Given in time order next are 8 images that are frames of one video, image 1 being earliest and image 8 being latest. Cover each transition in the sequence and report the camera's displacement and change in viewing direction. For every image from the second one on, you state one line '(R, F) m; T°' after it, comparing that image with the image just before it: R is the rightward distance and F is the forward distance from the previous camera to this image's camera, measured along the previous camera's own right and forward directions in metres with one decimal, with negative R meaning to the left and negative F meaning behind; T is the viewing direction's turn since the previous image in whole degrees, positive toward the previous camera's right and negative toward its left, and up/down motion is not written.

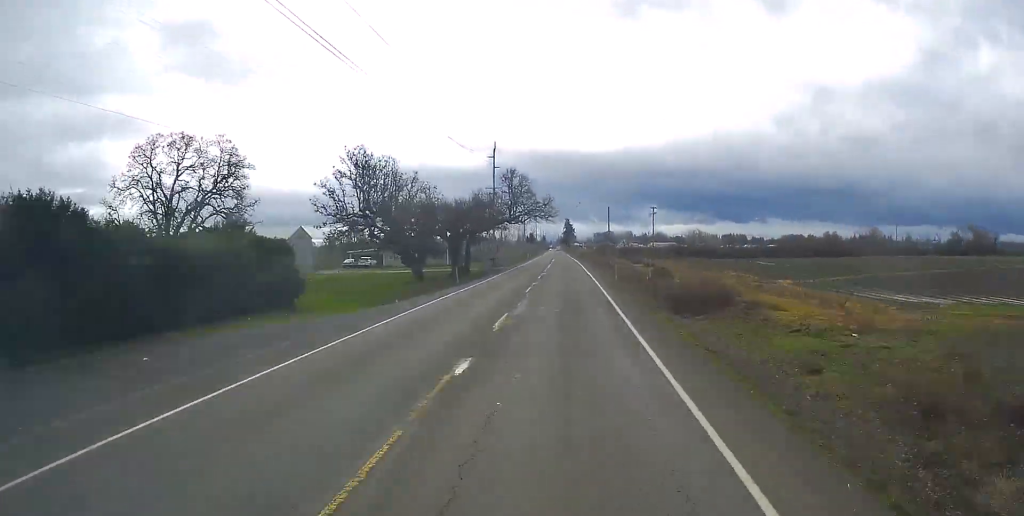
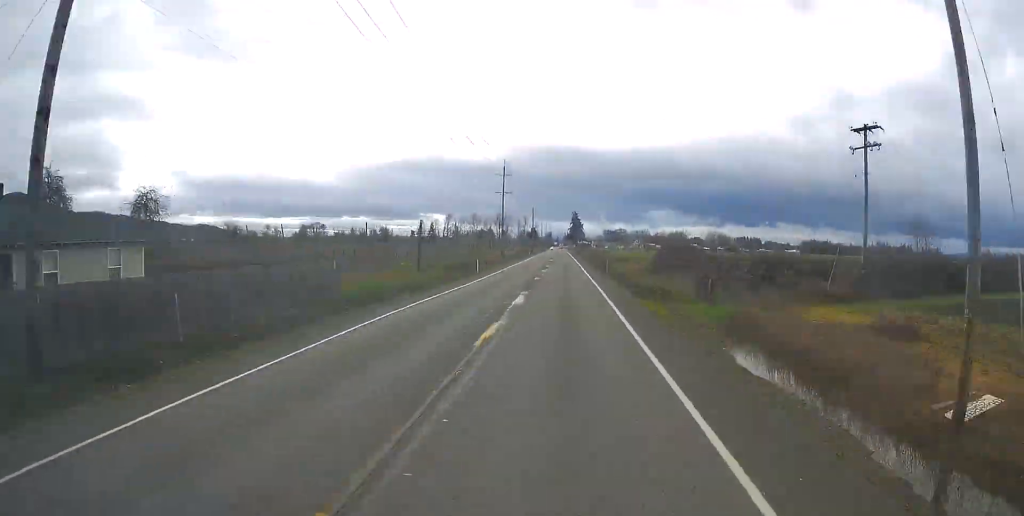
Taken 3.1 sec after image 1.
(-0.4, +79.4) m; -1°
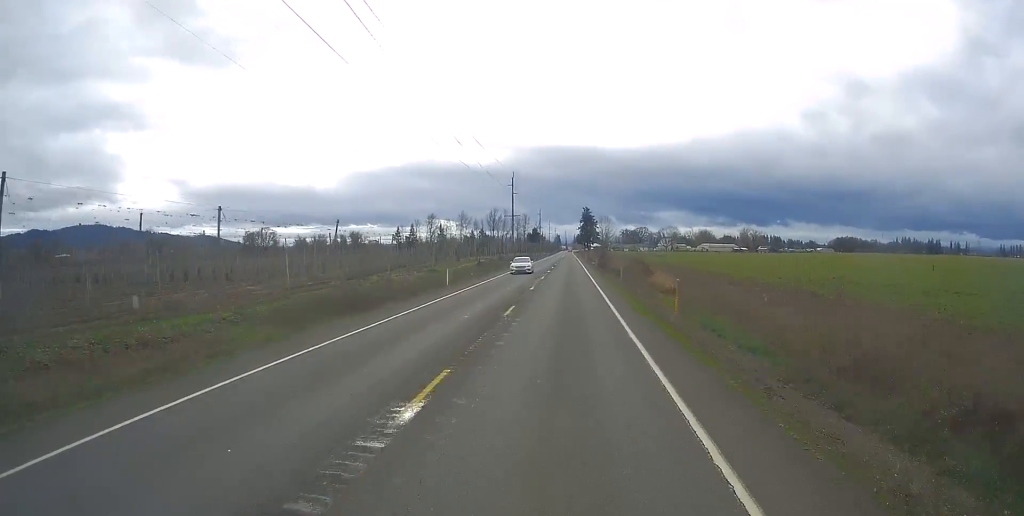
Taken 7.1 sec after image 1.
(-0.6, +104.6) m; 0°
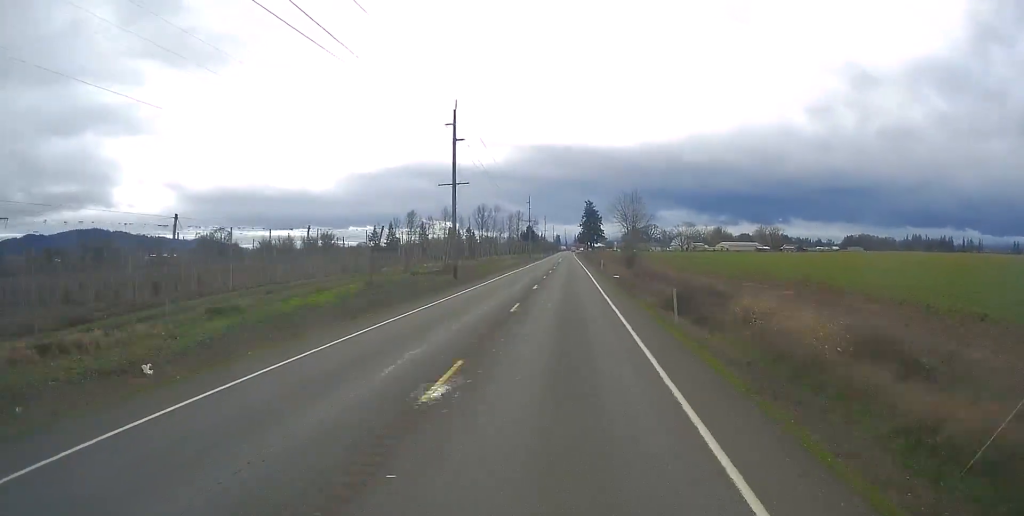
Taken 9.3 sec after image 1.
(-0.2, +60.0) m; 0°
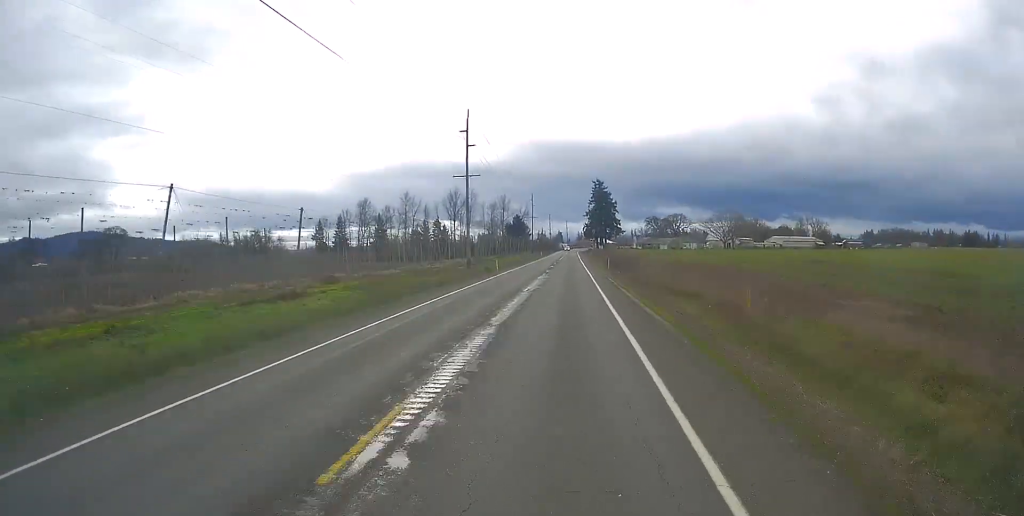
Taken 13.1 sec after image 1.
(-0.1, +99.5) m; 0°
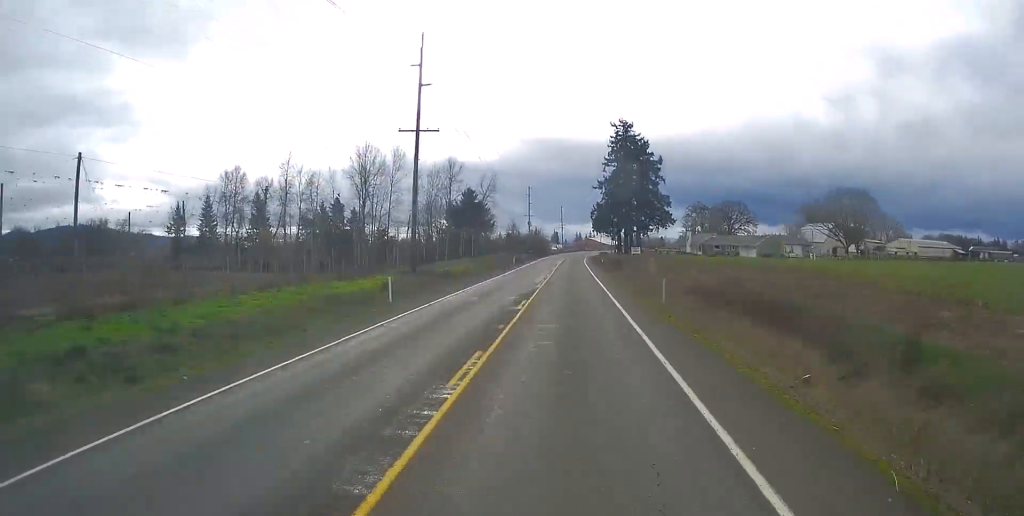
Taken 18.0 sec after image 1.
(-0.5, +133.6) m; 0°
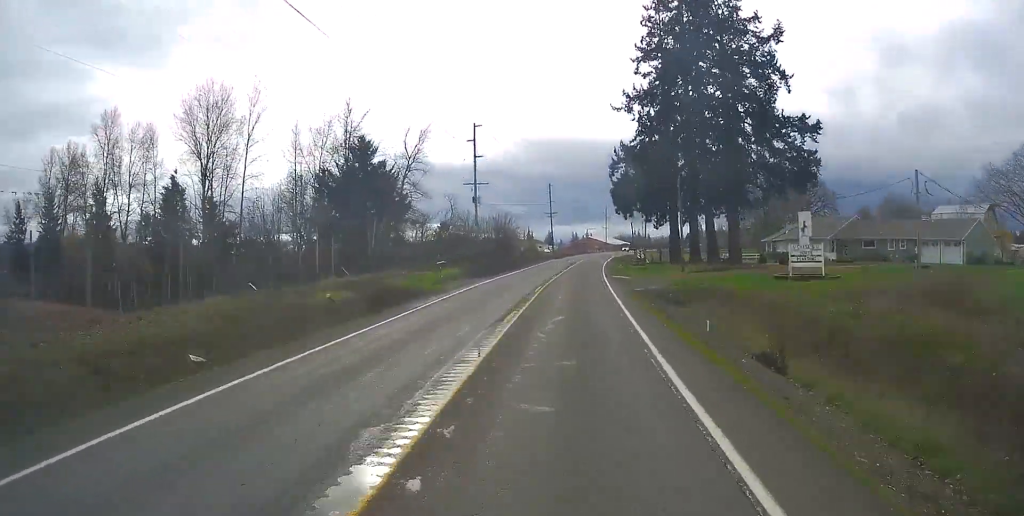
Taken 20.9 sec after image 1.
(+0.6, +79.8) m; +1°
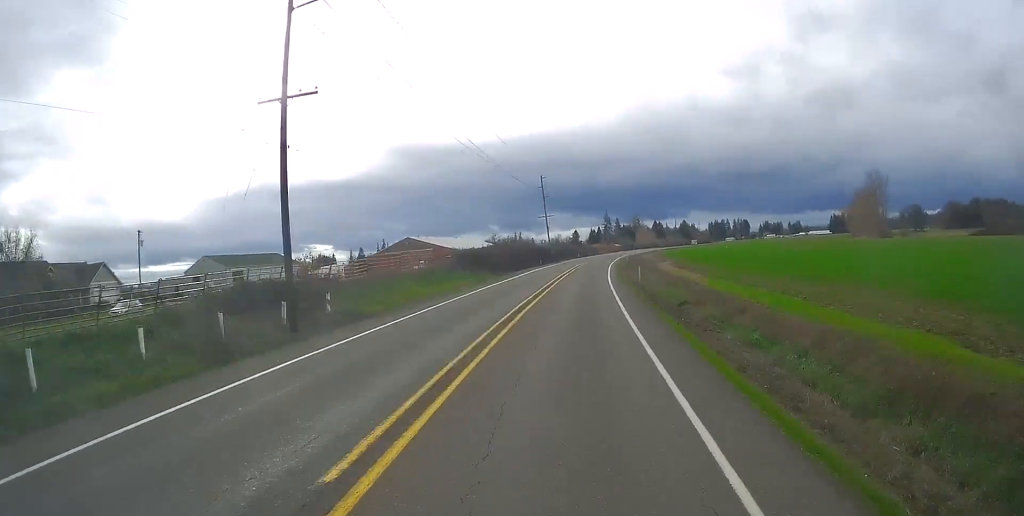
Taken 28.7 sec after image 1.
(+11.6, +202.6) m; +9°
